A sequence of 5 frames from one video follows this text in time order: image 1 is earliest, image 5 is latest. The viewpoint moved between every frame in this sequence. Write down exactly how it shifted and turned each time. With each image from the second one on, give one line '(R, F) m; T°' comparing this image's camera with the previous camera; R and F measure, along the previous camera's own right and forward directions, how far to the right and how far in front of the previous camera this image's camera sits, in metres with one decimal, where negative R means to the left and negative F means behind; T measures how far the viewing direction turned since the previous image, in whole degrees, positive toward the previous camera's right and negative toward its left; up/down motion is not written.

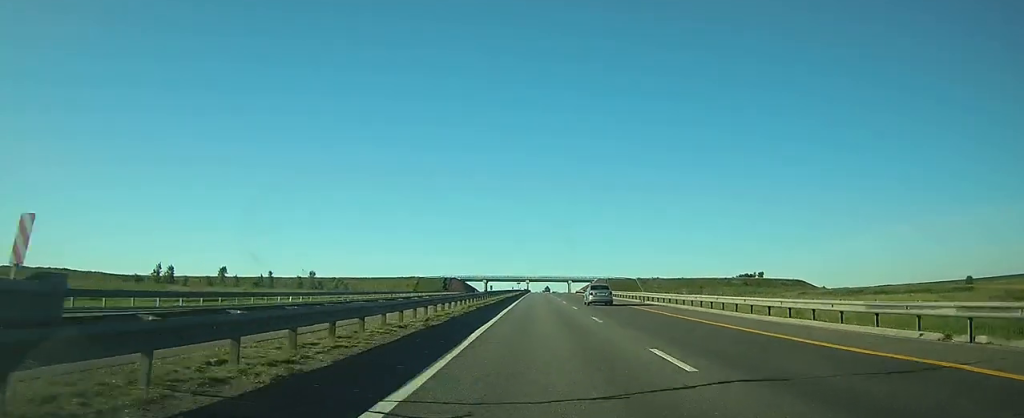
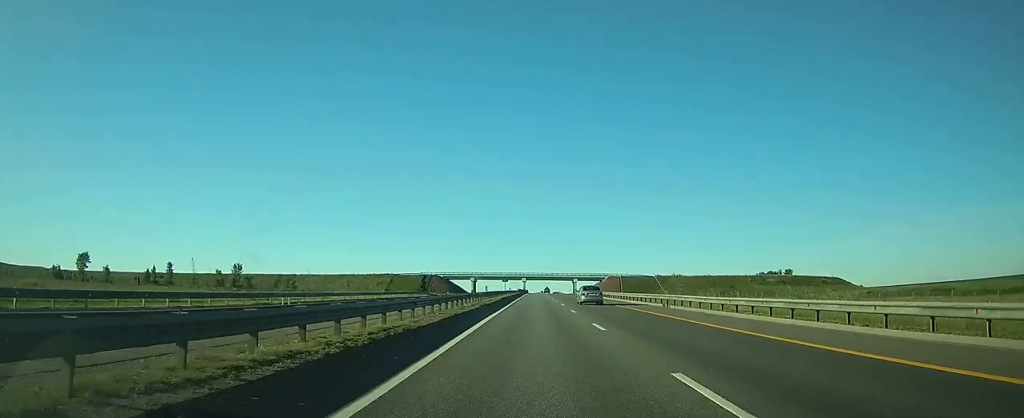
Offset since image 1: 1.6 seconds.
(+0.2, +51.0) m; 0°
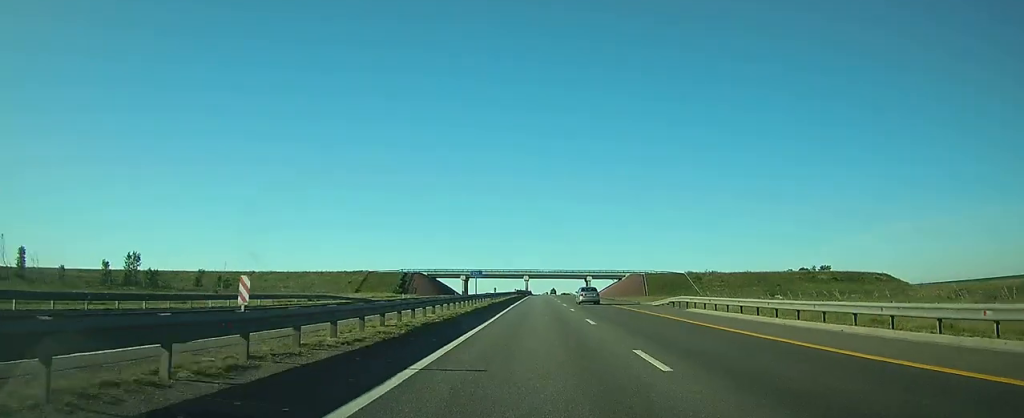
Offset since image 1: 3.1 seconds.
(-0.2, +44.2) m; 0°
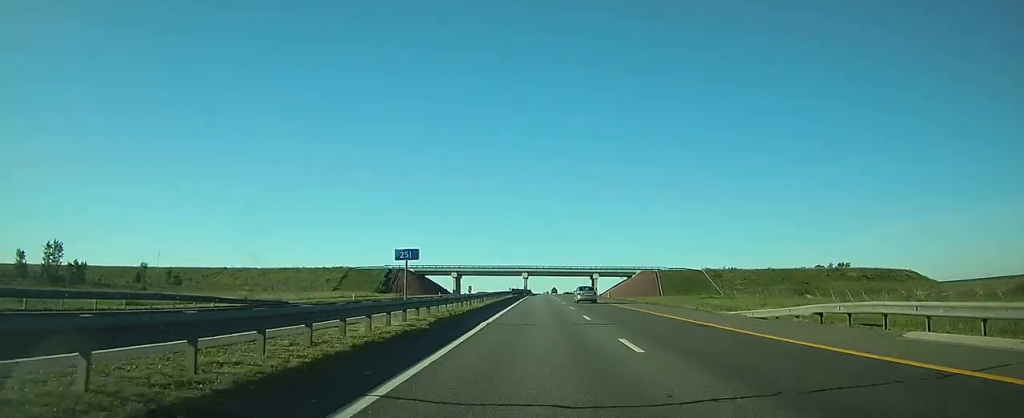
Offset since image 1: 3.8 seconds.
(0.0, +21.5) m; 0°
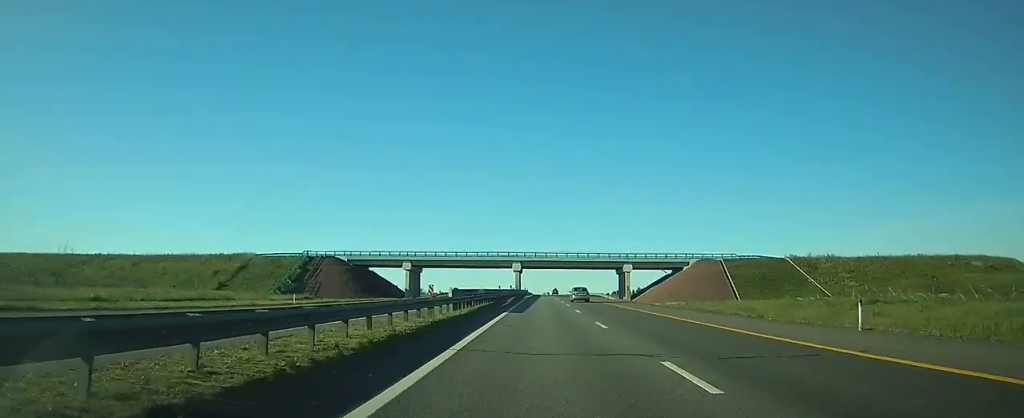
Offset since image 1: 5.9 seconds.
(+0.1, +64.0) m; 0°
